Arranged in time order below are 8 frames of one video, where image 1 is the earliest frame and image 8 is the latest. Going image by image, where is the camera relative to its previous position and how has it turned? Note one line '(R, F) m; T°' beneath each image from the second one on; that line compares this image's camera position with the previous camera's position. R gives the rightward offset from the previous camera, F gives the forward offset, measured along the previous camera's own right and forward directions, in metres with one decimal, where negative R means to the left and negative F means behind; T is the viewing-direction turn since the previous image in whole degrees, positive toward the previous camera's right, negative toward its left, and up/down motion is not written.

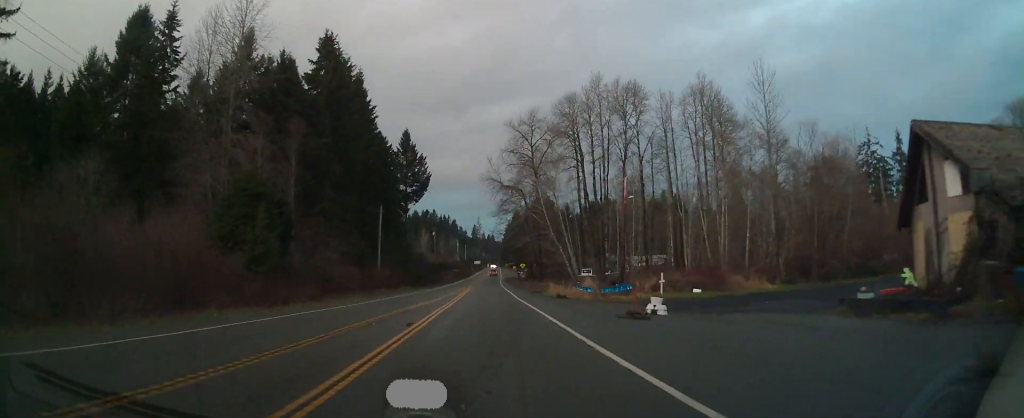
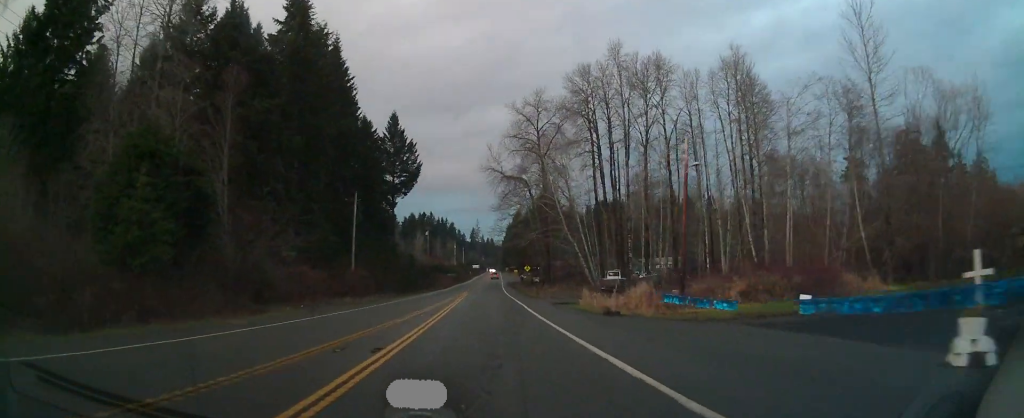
(0.0, +17.9) m; 0°
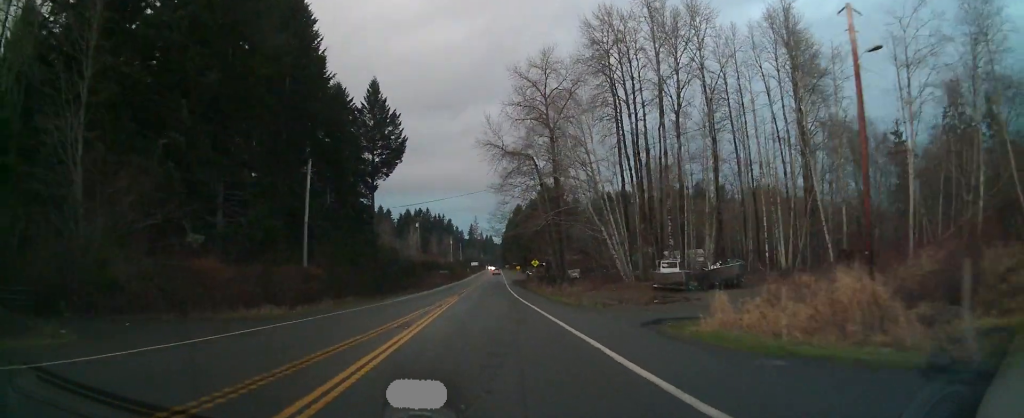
(0.0, +20.0) m; 0°
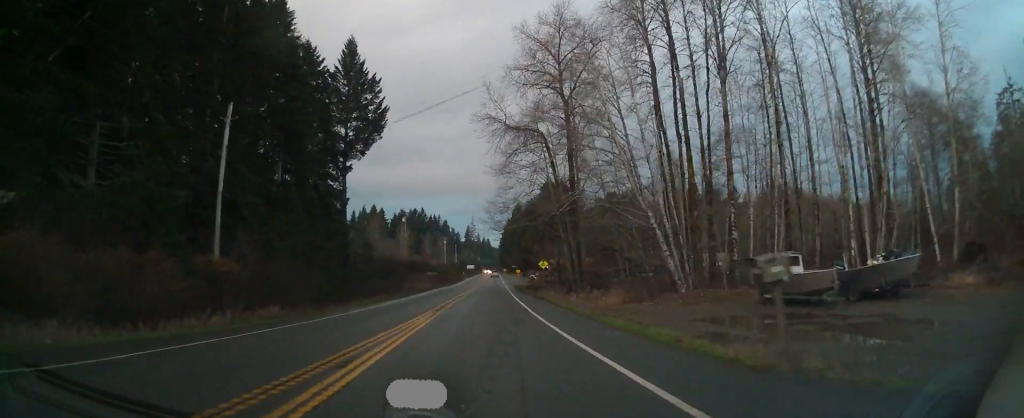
(+0.1, +18.5) m; 0°
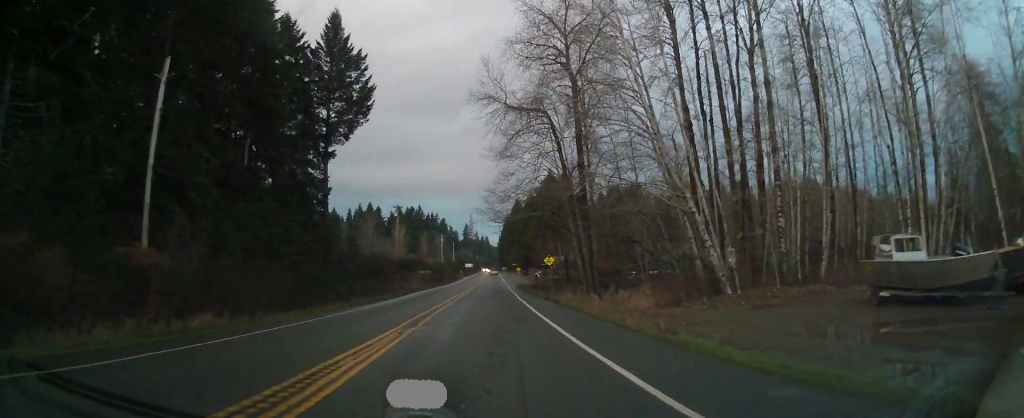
(0.0, +8.6) m; 0°
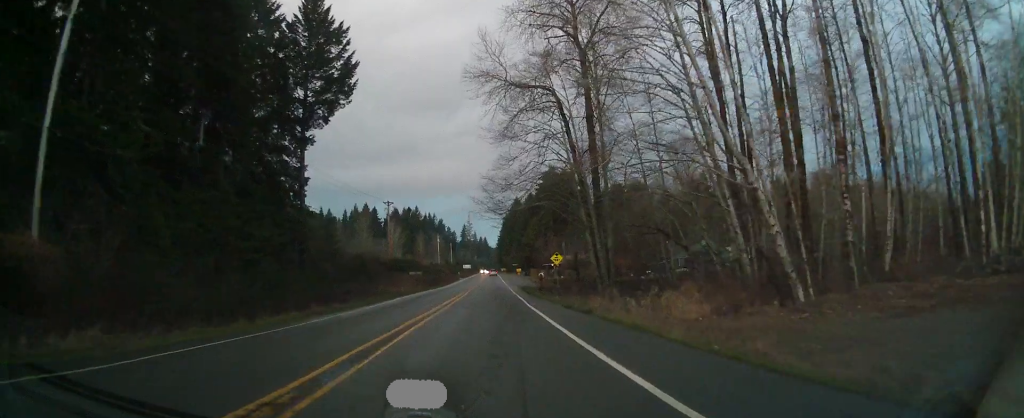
(0.0, +8.6) m; 0°
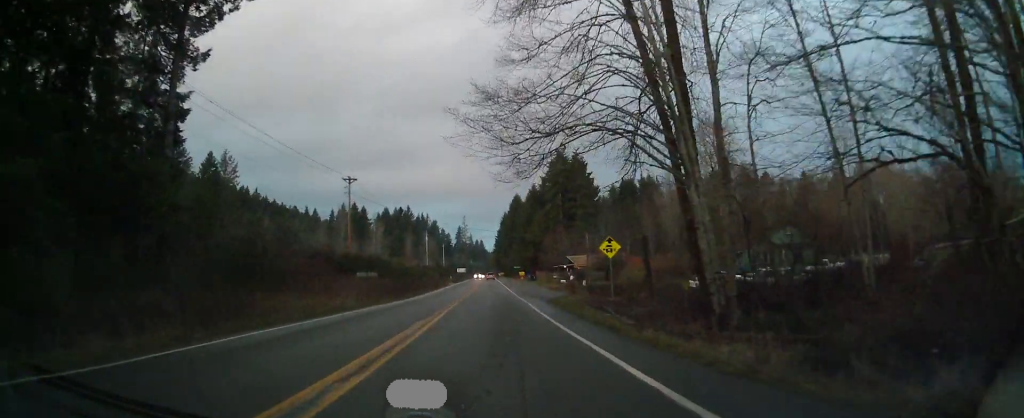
(0.0, +27.1) m; 0°
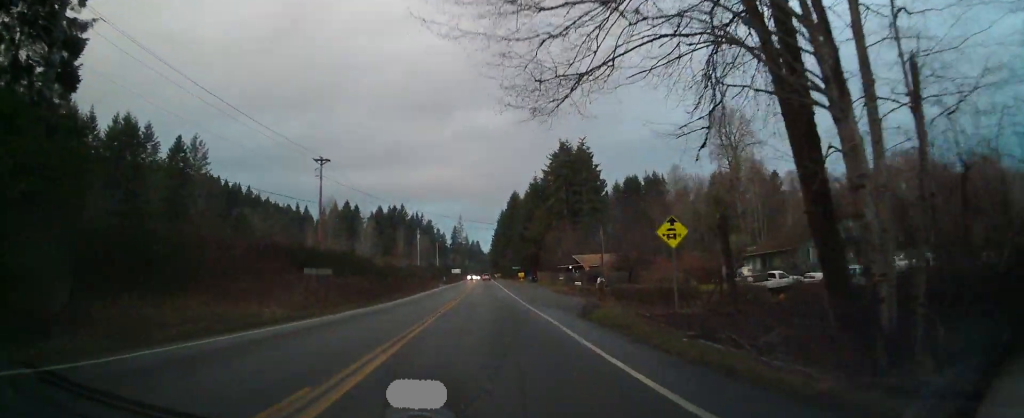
(0.0, +12.0) m; 0°
